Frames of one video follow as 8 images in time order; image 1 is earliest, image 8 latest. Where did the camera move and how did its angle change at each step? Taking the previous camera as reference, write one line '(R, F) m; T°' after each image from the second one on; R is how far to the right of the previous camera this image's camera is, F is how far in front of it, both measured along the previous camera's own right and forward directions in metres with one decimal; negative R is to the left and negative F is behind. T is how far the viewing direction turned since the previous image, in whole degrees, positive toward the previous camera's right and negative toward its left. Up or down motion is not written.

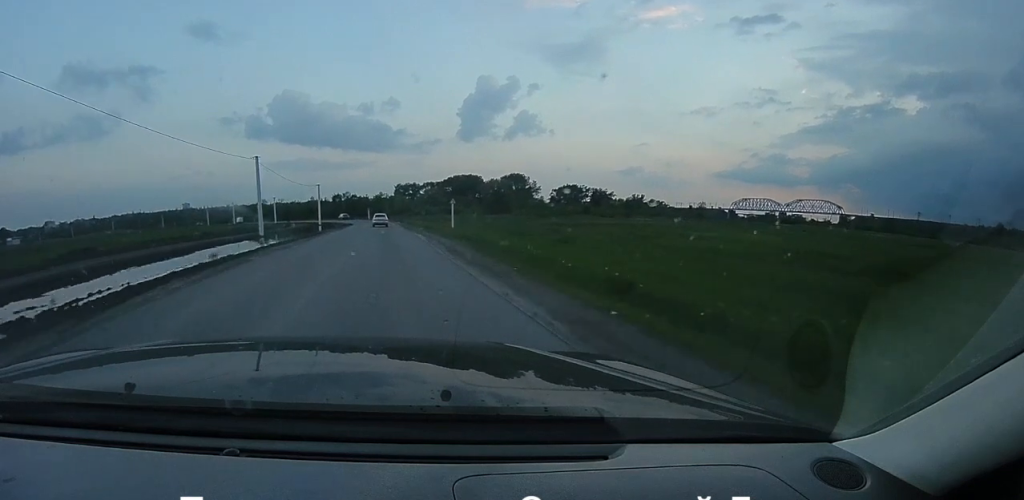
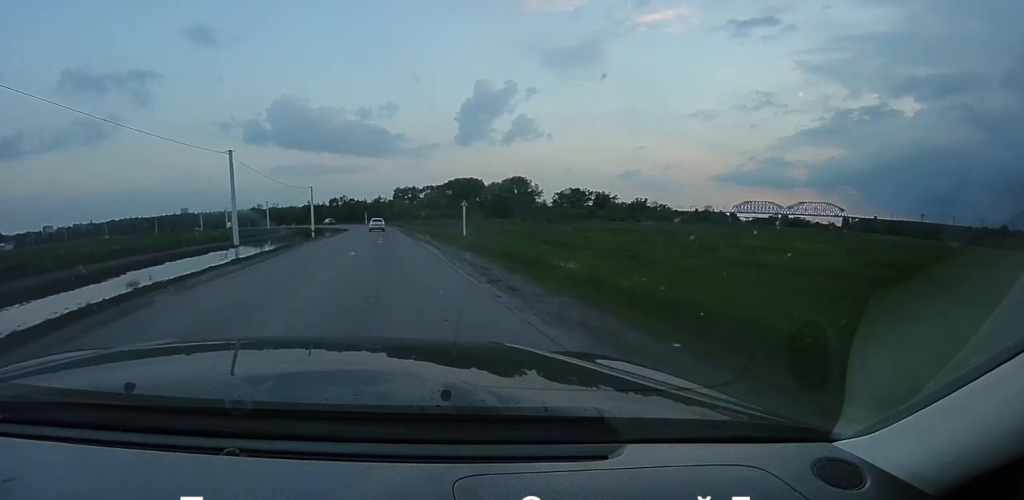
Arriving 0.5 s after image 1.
(-0.2, +7.6) m; 0°
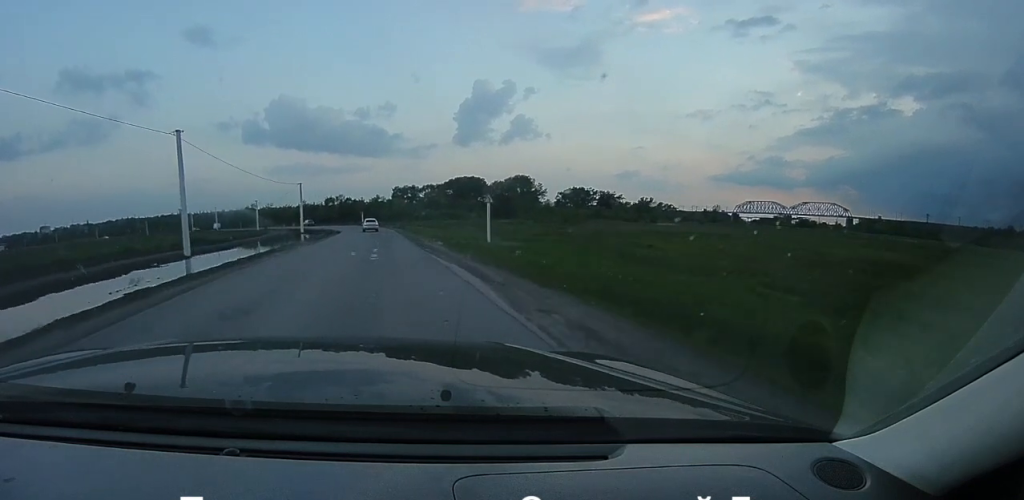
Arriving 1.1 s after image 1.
(-0.1, +9.3) m; 0°
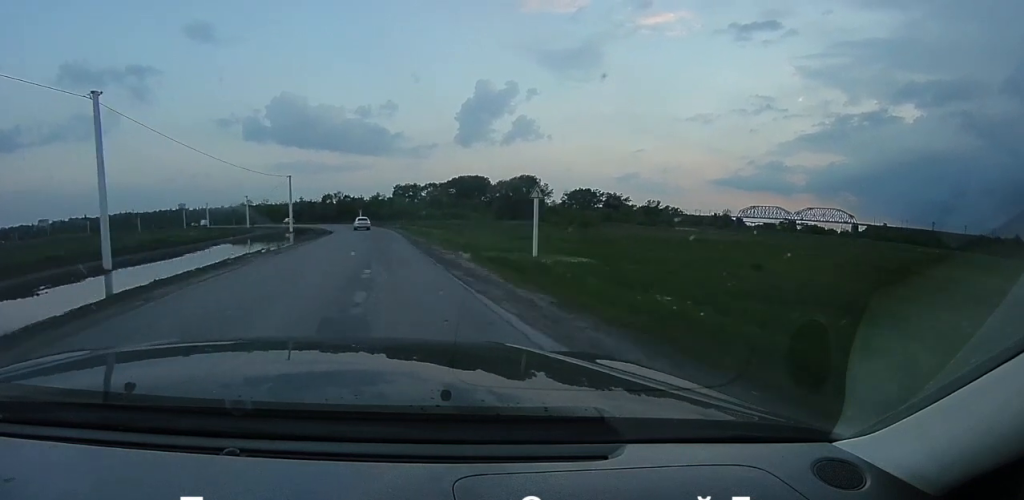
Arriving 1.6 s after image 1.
(+0.1, +7.8) m; +2°
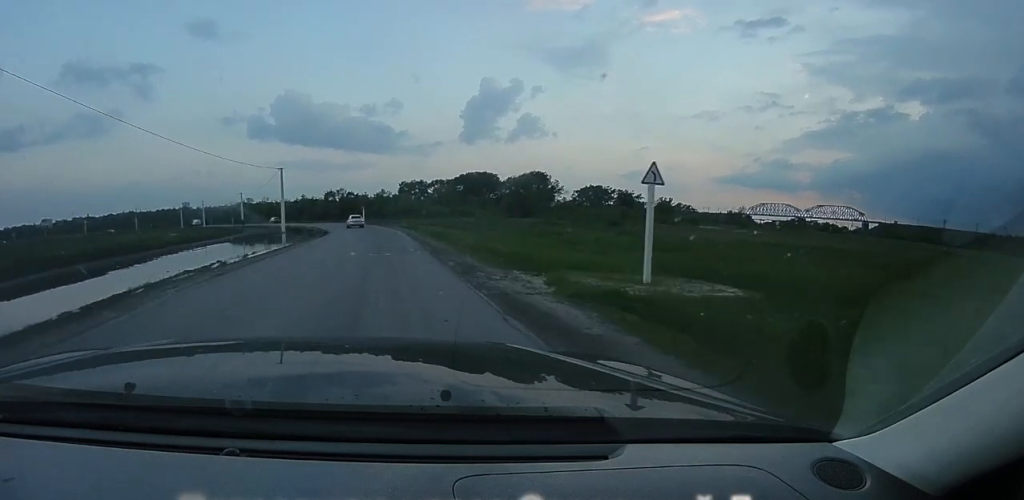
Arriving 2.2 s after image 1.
(+0.1, +7.2) m; +1°
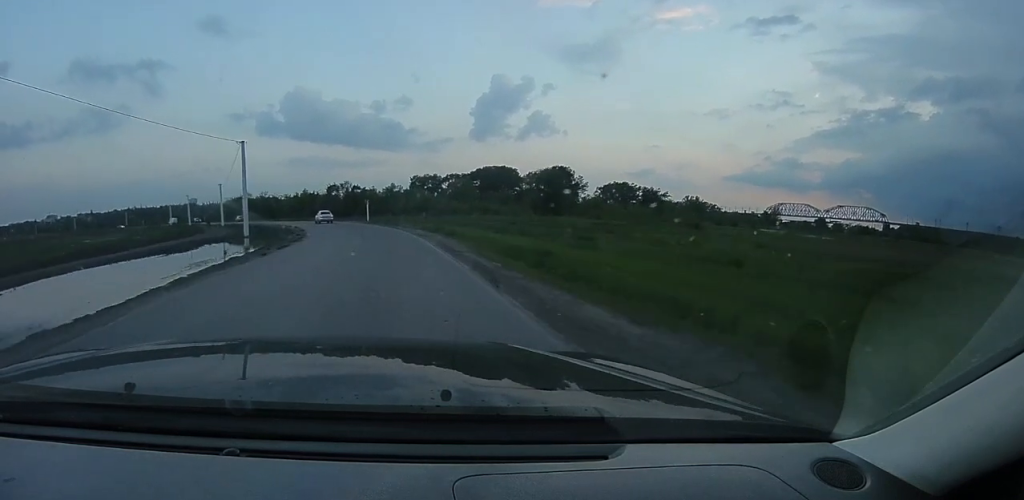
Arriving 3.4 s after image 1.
(+0.5, +17.1) m; +1°
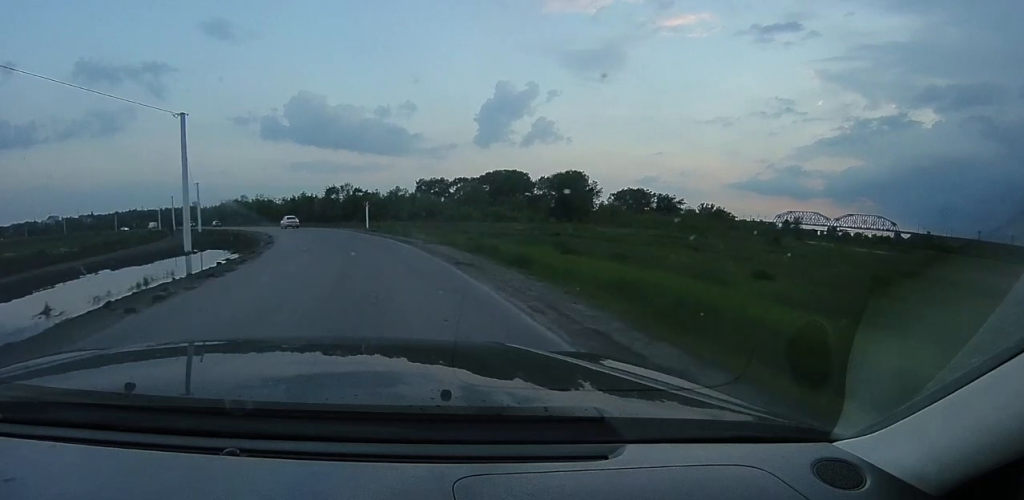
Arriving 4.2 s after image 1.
(0.0, +12.3) m; -2°
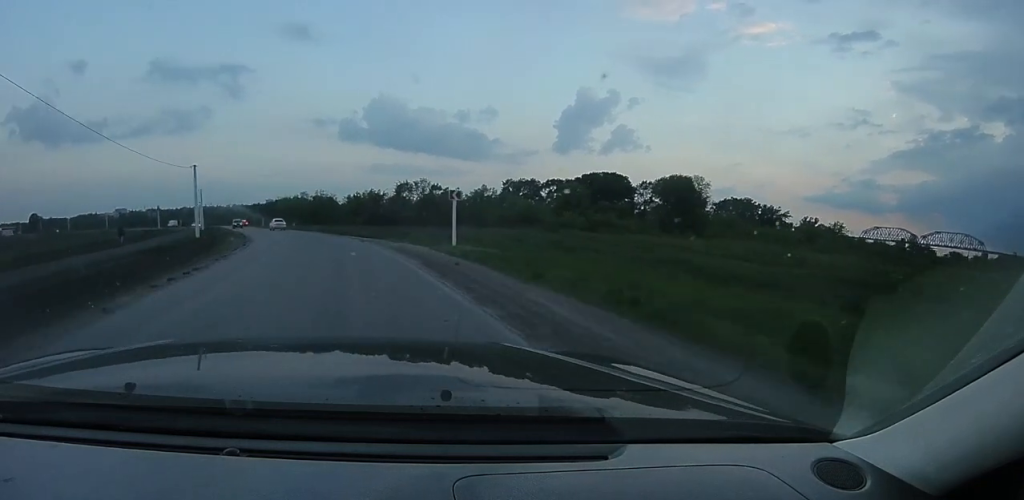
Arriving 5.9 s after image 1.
(-2.3, +26.0) m; -10°
